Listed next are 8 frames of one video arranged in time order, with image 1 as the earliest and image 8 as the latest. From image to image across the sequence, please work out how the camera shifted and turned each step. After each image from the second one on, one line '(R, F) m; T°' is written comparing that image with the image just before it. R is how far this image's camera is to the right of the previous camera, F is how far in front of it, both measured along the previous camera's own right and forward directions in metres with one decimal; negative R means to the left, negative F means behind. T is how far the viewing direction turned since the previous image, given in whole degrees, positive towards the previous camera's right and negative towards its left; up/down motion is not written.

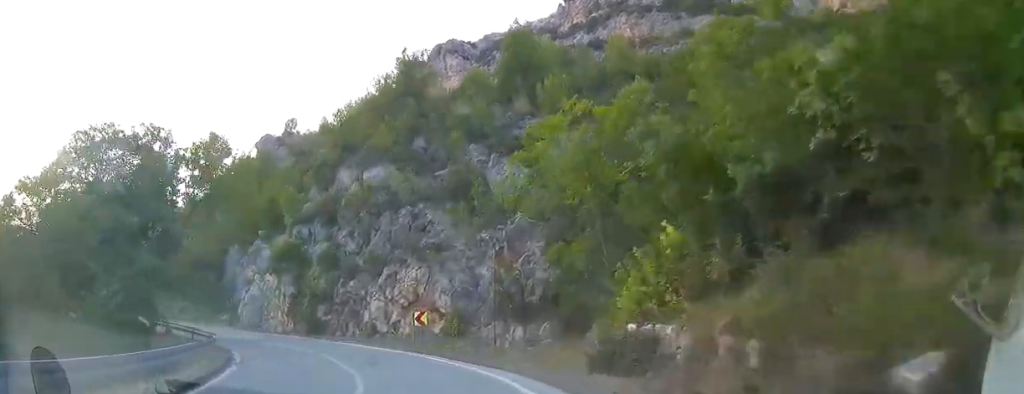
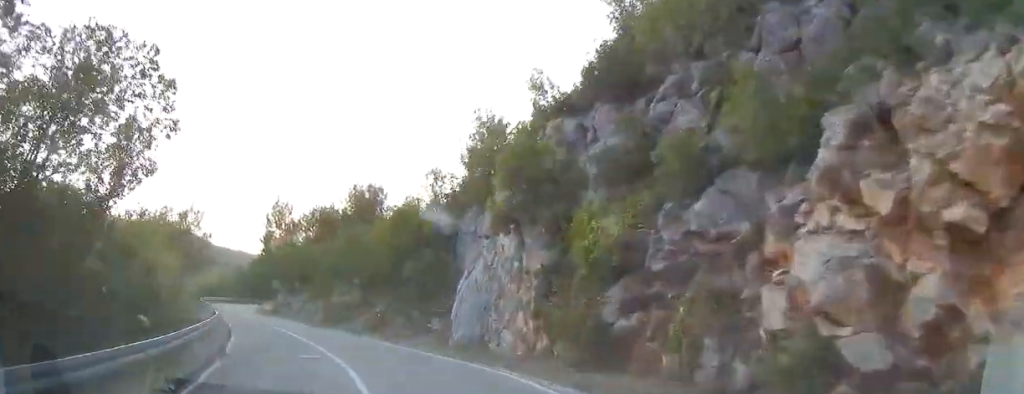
(-6.1, +19.4) m; -23°
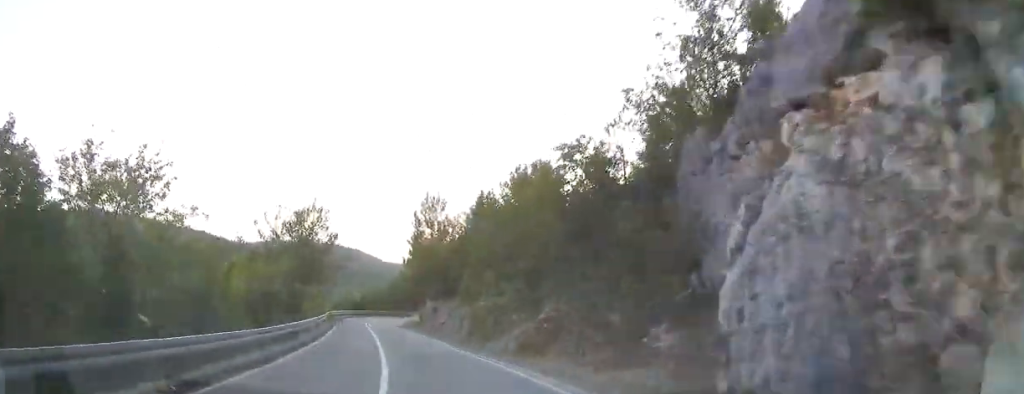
(0.0, +11.4) m; -11°
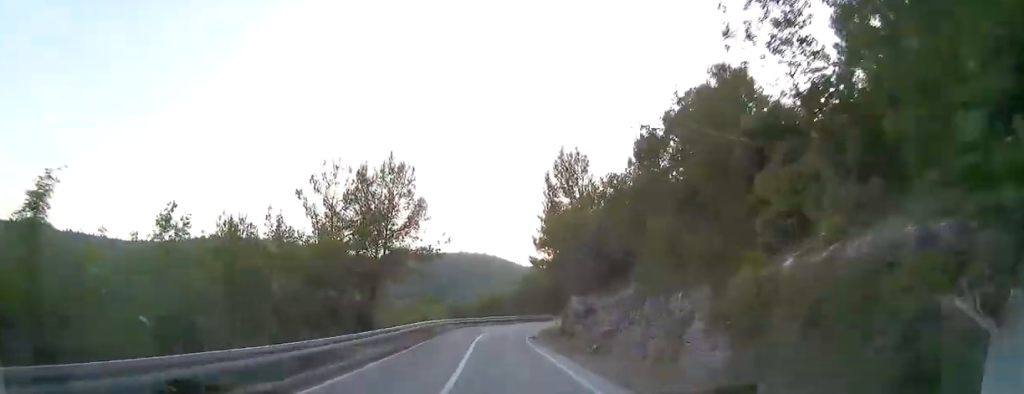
(-2.8, +15.5) m; -14°
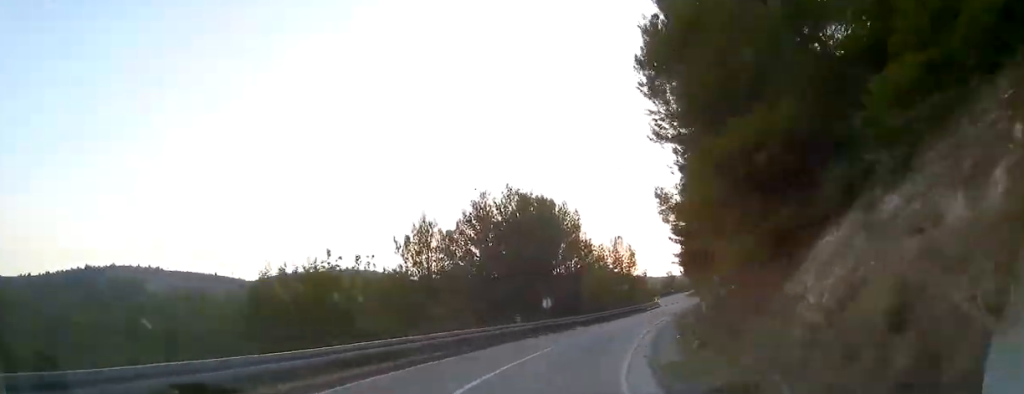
(-2.0, +42.8) m; +8°
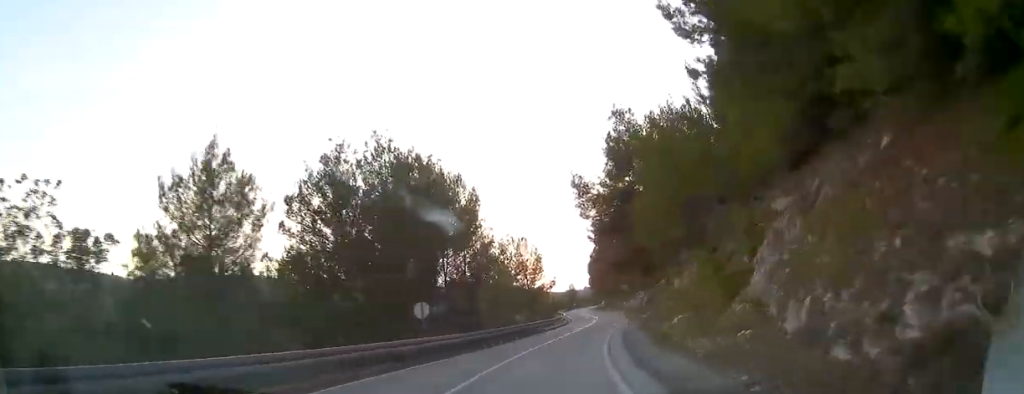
(+0.5, +12.1) m; +7°
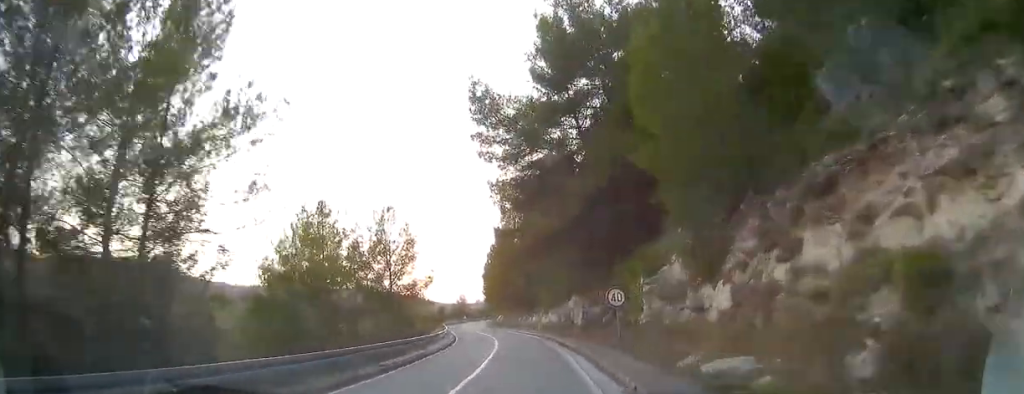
(+2.2, +22.5) m; +9°
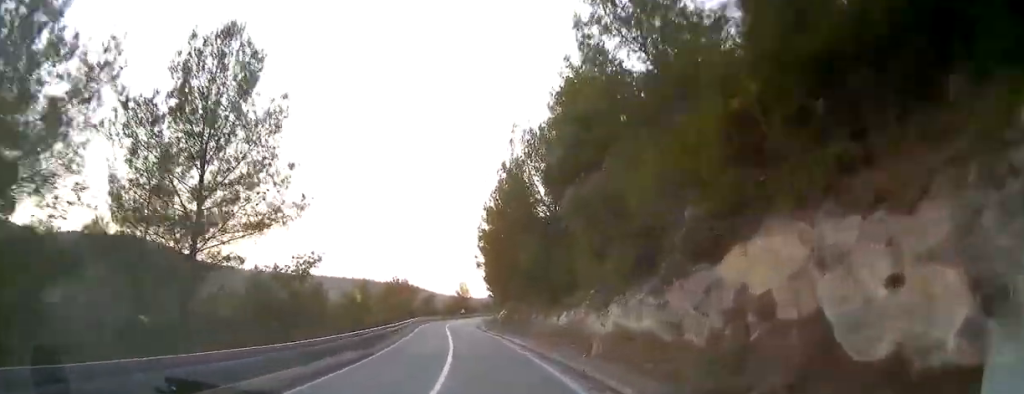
(+1.6, +27.1) m; +1°
